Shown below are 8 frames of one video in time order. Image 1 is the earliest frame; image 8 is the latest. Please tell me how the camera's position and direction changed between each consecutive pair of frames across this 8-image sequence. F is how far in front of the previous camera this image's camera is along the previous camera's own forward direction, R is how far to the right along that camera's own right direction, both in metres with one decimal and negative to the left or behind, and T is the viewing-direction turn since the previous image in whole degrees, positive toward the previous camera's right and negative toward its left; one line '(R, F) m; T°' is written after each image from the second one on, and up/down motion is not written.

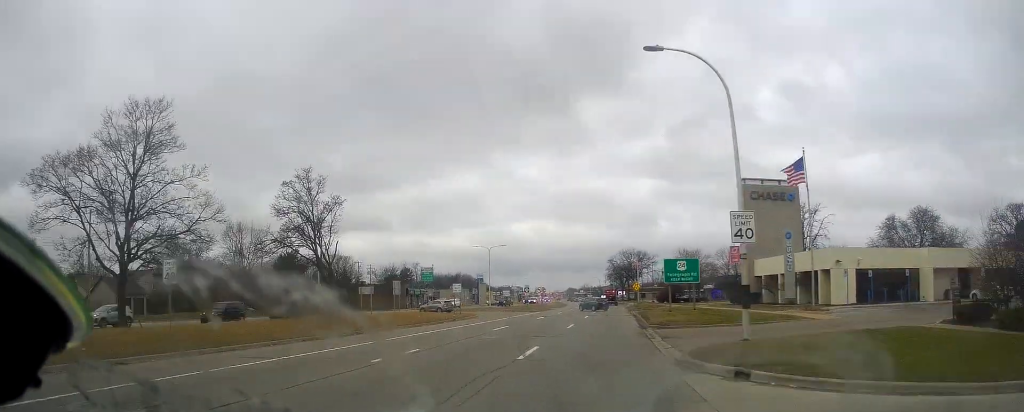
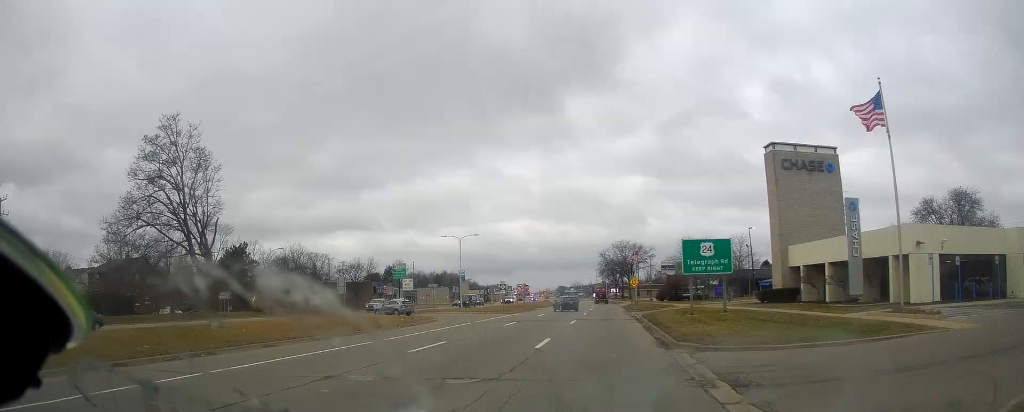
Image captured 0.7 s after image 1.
(0.0, +13.1) m; 0°
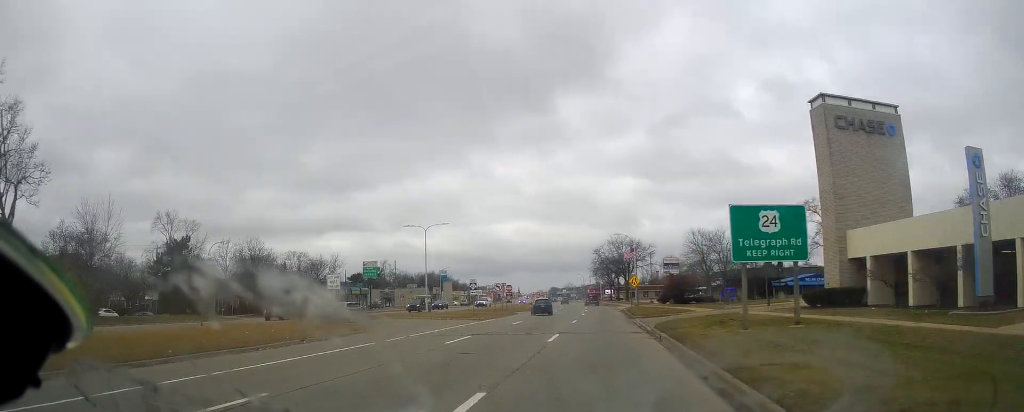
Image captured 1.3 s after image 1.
(0.0, +12.4) m; +1°
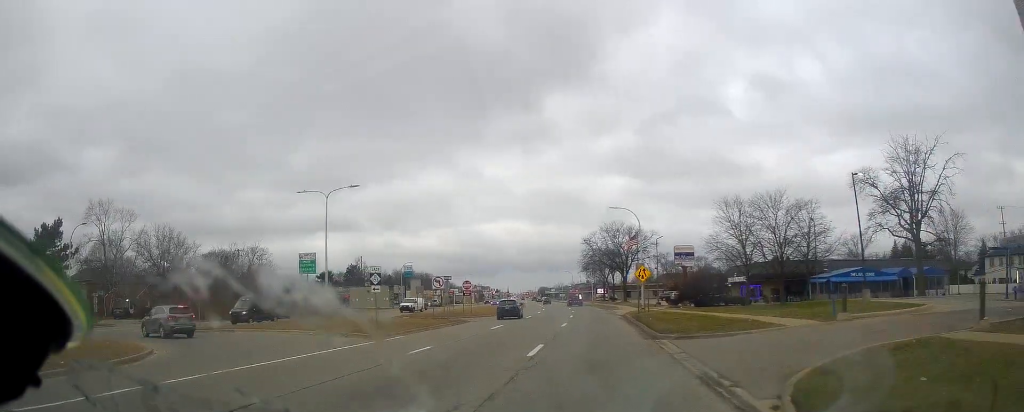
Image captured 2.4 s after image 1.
(+0.4, +21.3) m; +2°
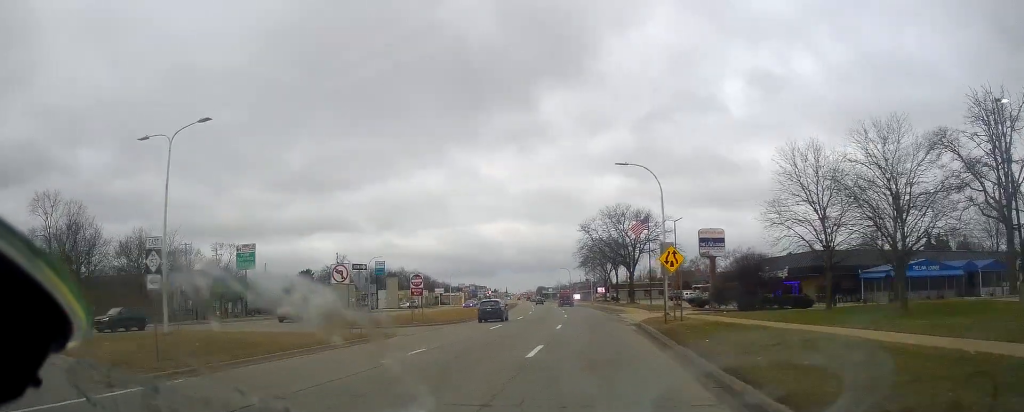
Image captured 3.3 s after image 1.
(+0.5, +16.8) m; 0°
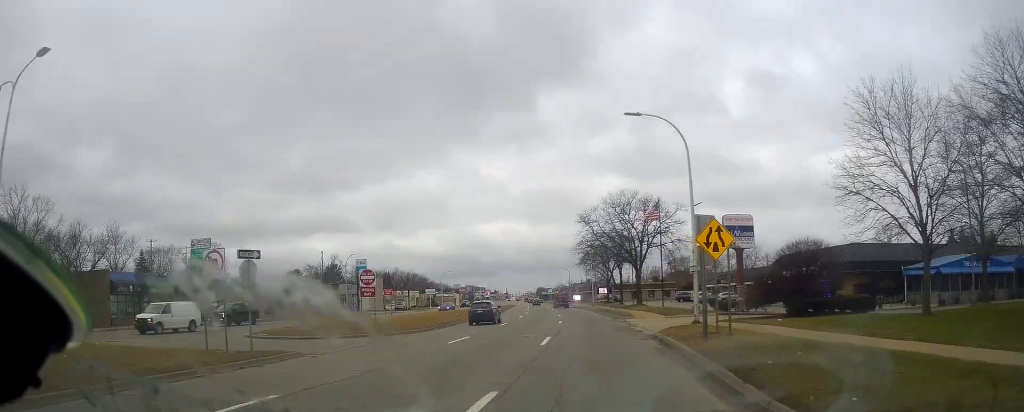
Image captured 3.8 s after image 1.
(-0.5, +9.6) m; -1°
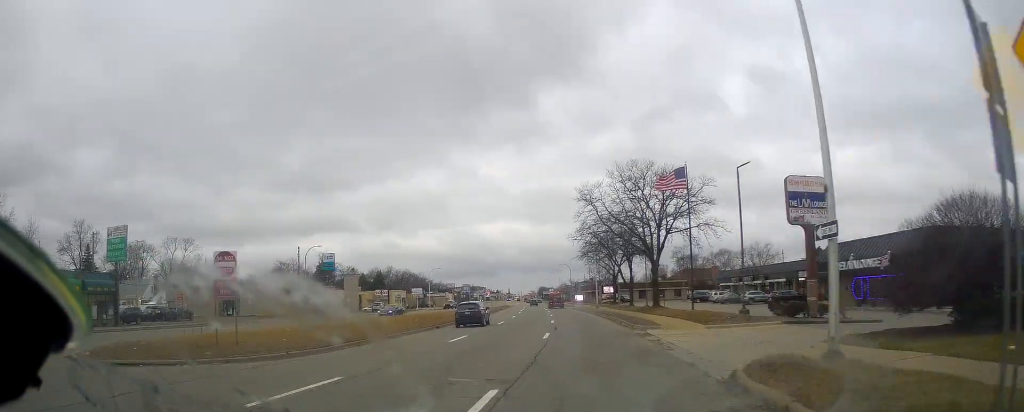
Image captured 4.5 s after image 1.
(-0.1, +13.9) m; 0°
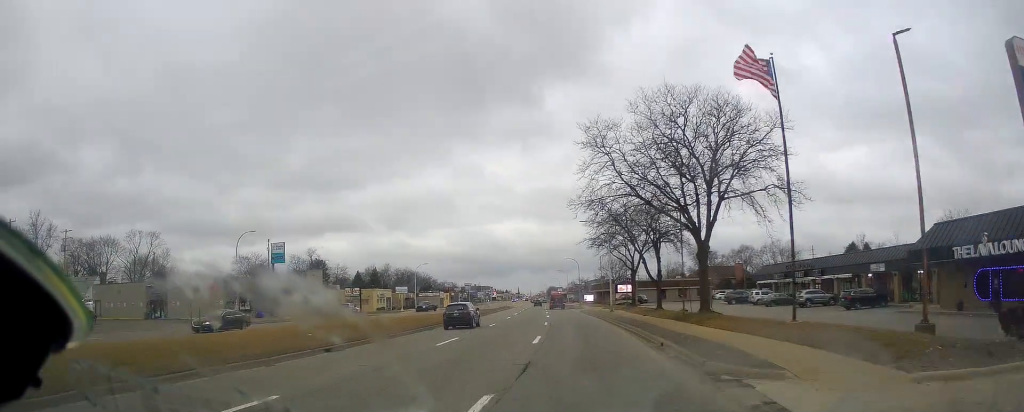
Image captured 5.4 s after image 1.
(+0.3, +17.8) m; 0°
